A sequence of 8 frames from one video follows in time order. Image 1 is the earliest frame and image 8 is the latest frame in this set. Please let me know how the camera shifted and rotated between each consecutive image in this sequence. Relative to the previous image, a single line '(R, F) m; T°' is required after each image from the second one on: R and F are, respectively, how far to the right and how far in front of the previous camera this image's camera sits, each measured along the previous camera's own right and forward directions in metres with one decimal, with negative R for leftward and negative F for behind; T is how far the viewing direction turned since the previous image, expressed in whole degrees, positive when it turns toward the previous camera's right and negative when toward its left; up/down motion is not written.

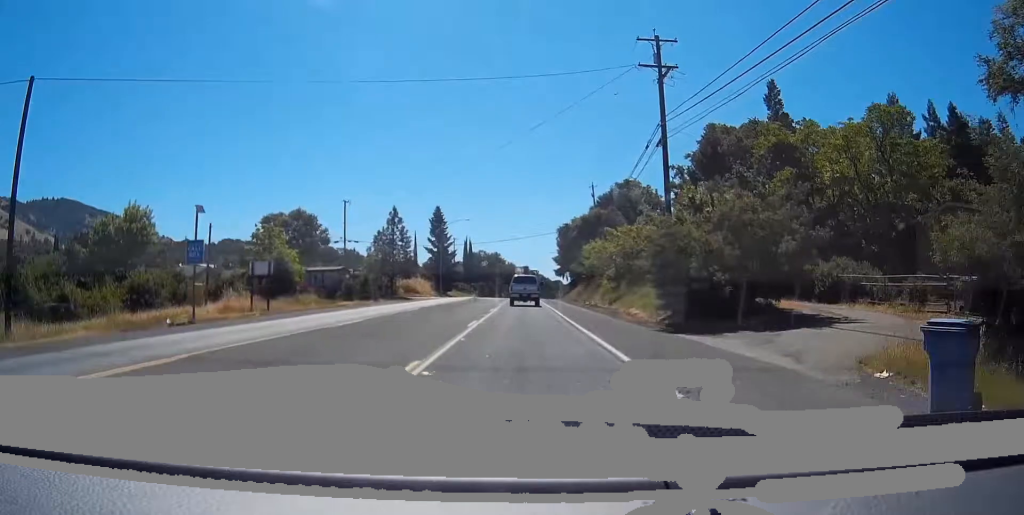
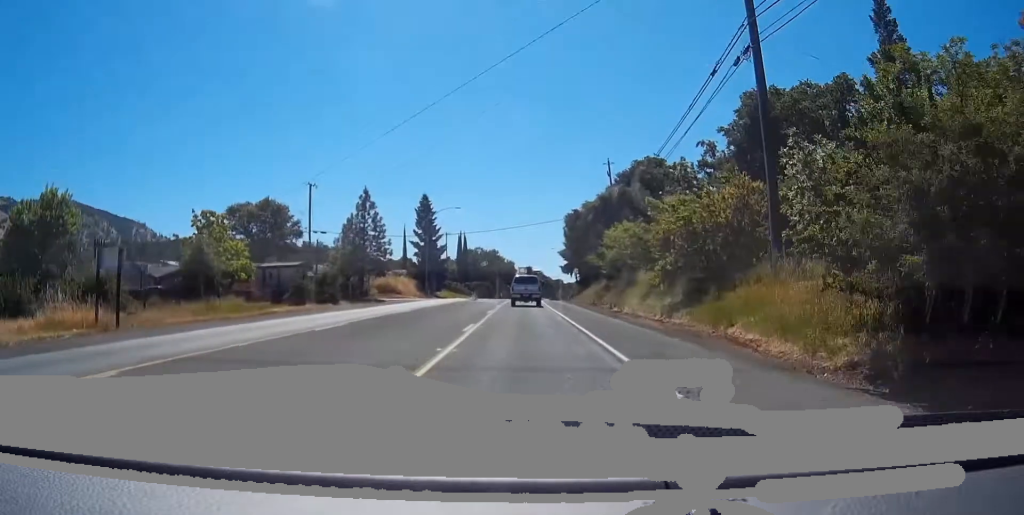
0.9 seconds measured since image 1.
(-0.1, +17.1) m; 0°
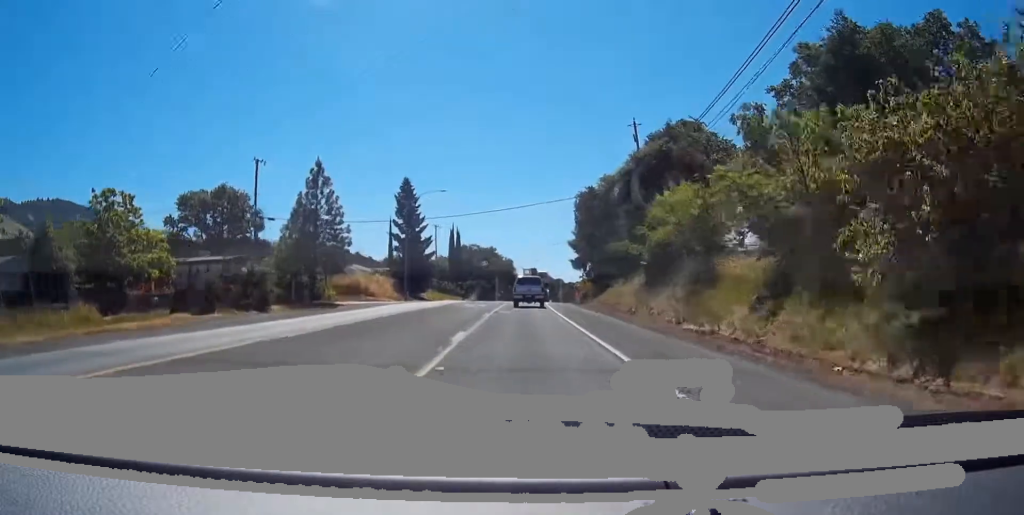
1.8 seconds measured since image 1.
(+0.1, +17.9) m; 0°
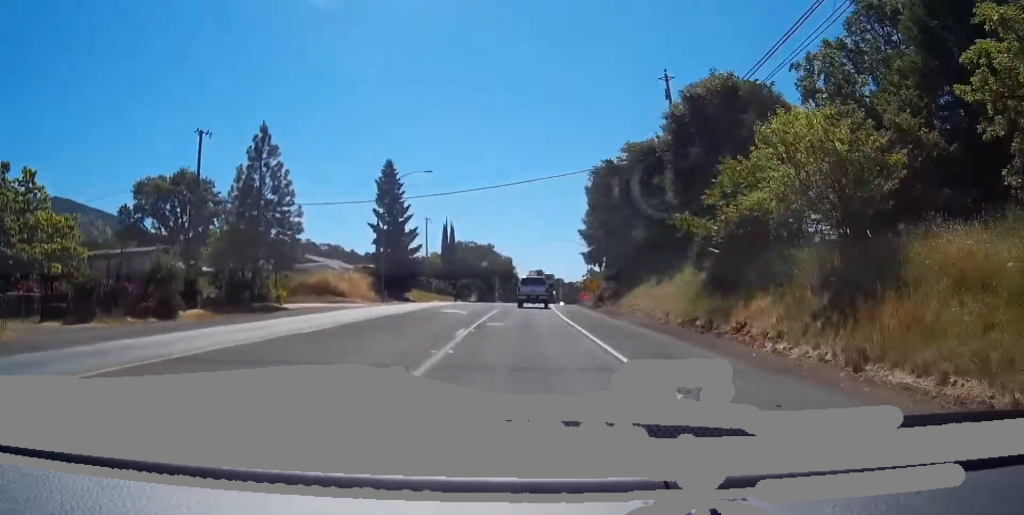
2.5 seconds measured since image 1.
(0.0, +12.9) m; 0°
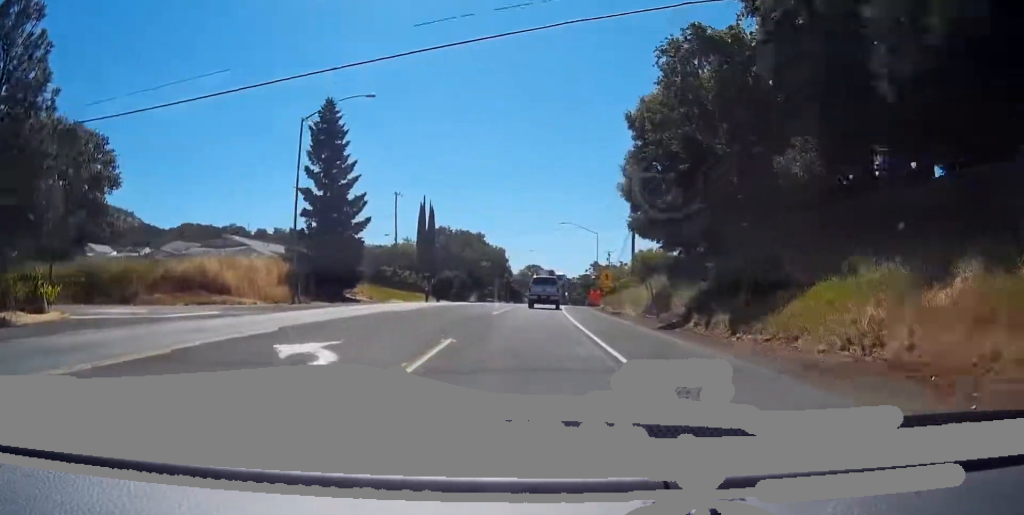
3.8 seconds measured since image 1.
(0.0, +25.7) m; 0°
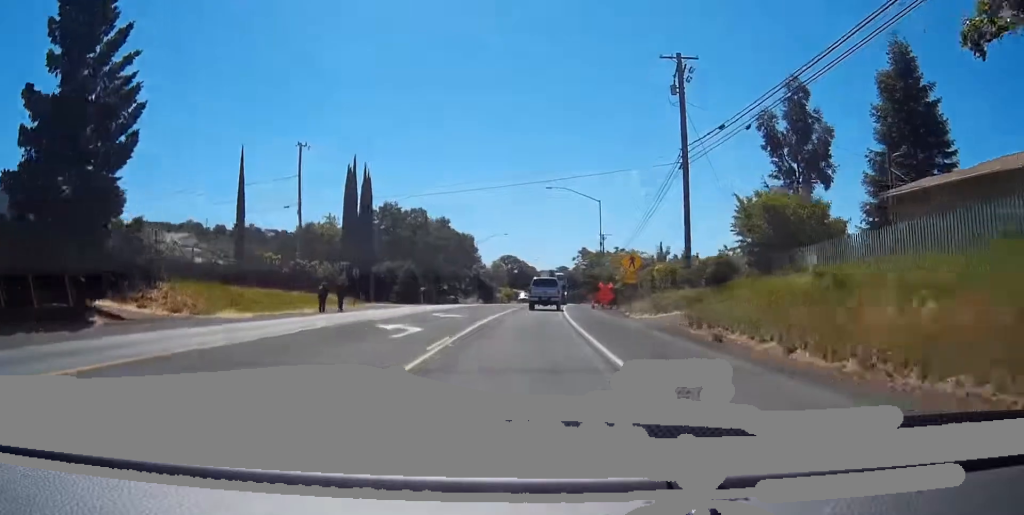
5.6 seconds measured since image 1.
(+0.3, +33.5) m; +2°
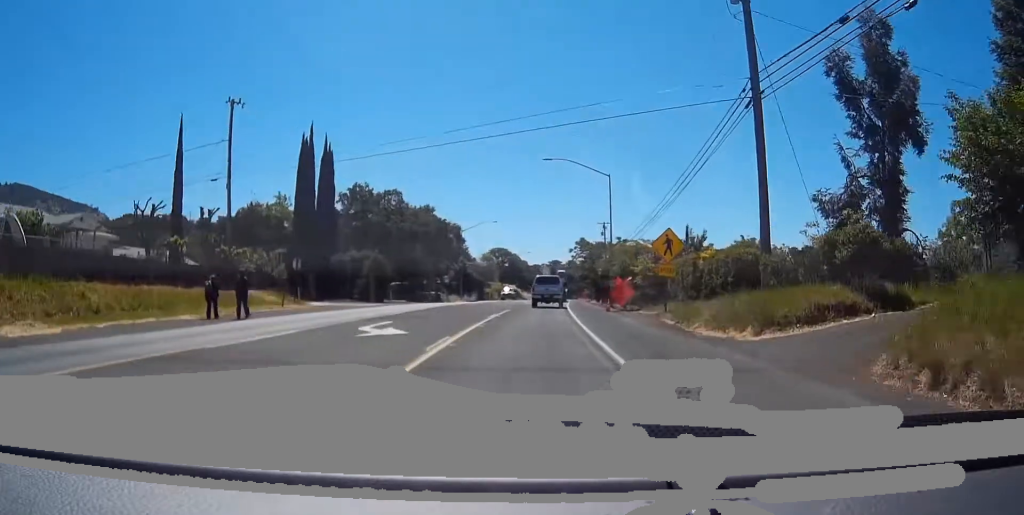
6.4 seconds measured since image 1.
(+0.2, +14.3) m; +1°
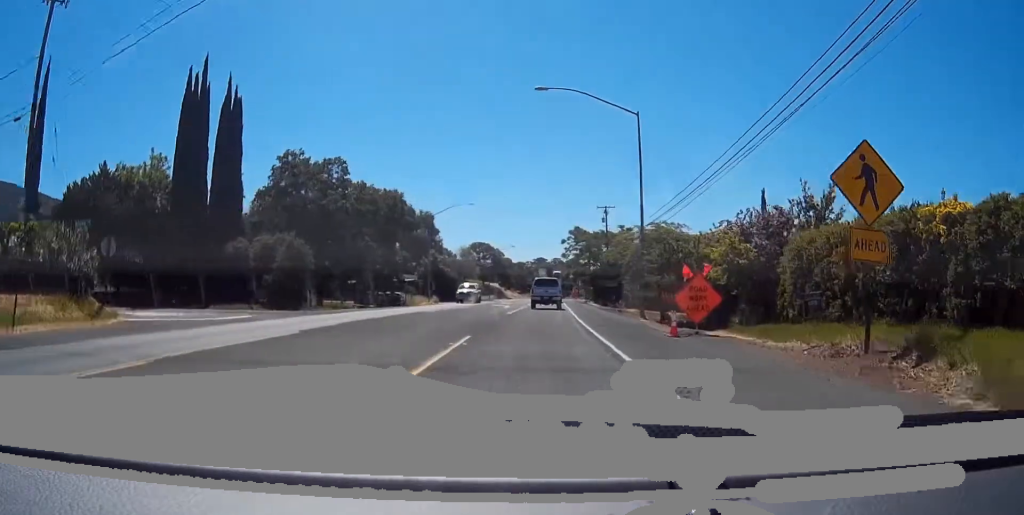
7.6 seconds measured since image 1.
(+0.2, +22.2) m; +2°
